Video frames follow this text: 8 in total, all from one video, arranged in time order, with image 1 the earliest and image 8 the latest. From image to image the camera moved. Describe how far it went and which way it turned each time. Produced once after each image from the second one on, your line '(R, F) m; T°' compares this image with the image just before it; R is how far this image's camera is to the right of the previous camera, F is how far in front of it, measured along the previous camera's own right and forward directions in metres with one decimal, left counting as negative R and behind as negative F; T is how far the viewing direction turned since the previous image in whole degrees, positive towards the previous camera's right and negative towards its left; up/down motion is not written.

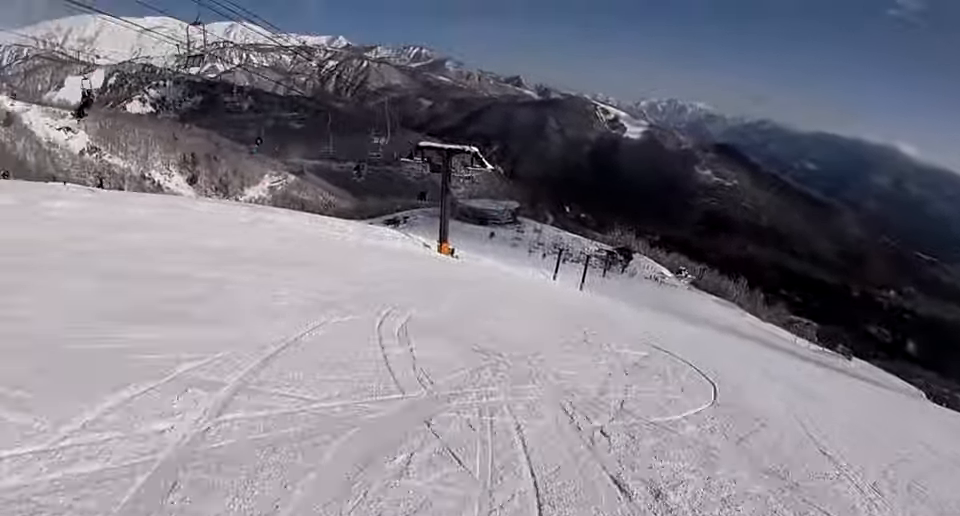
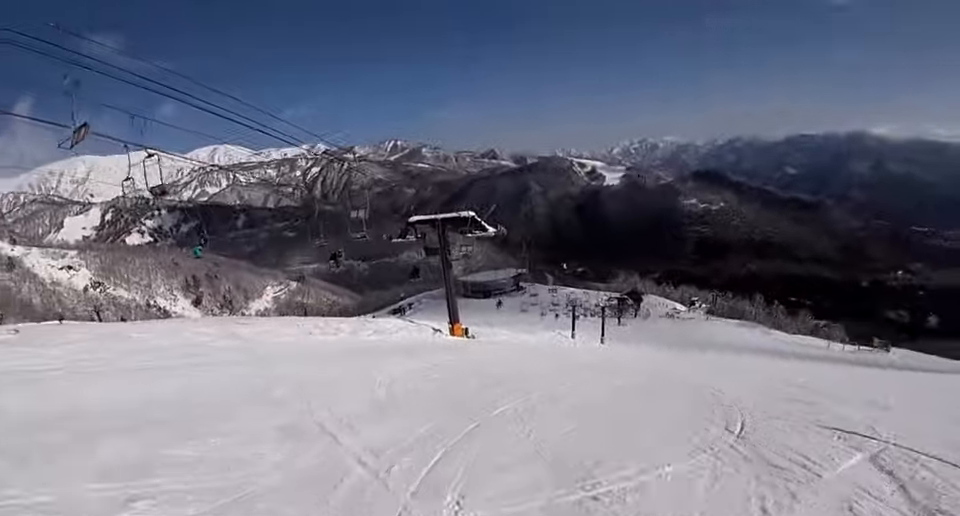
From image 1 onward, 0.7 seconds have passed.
(-0.1, +5.9) m; +3°
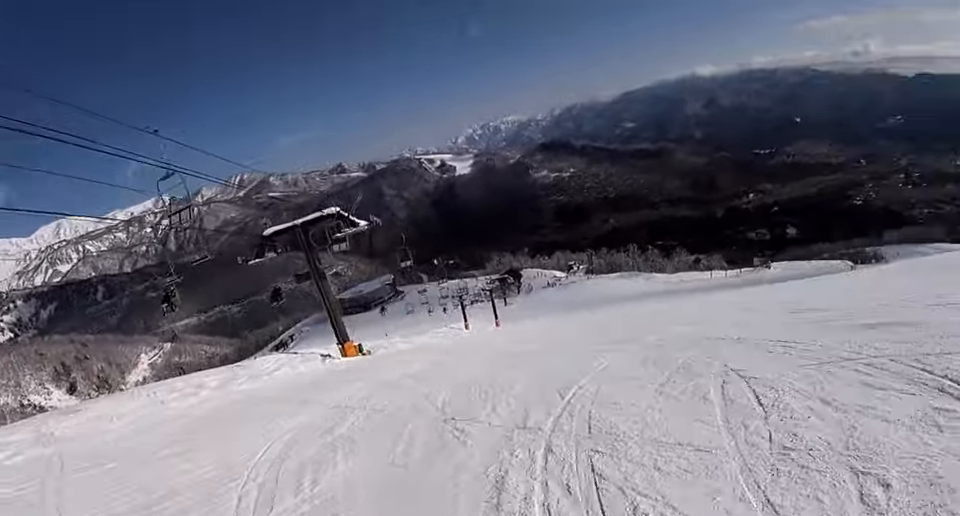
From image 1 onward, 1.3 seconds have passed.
(0.0, +5.6) m; +16°
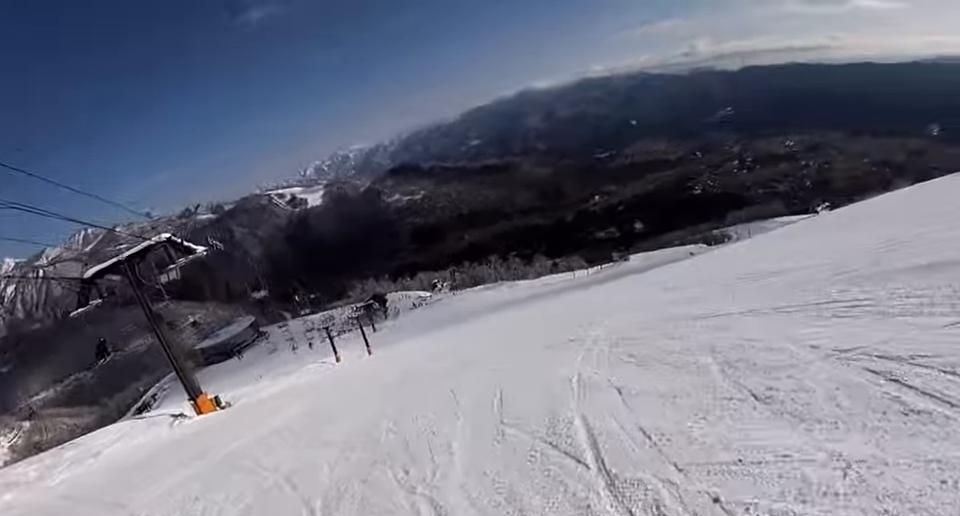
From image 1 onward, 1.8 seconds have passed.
(+0.1, +3.9) m; +11°
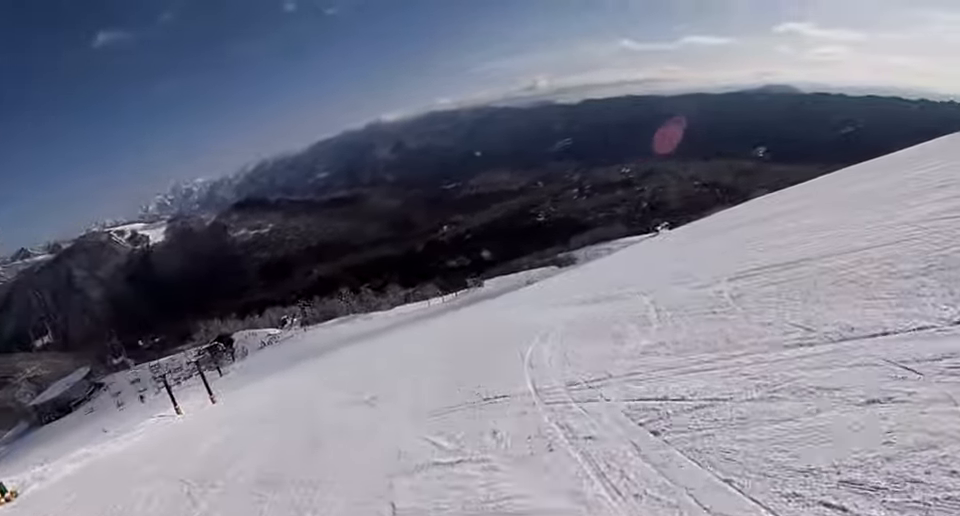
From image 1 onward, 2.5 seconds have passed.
(+1.9, +5.6) m; +12°
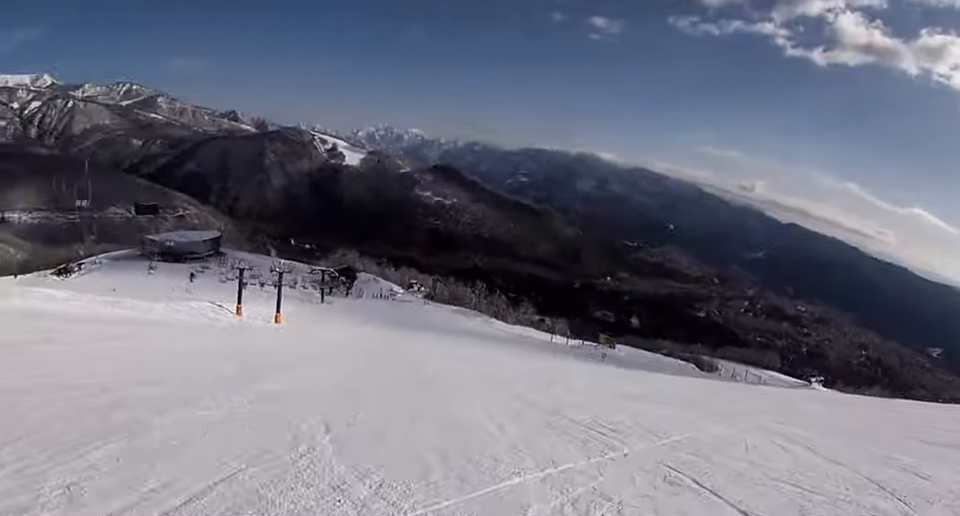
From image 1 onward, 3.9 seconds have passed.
(-0.5, +13.8) m; -16°
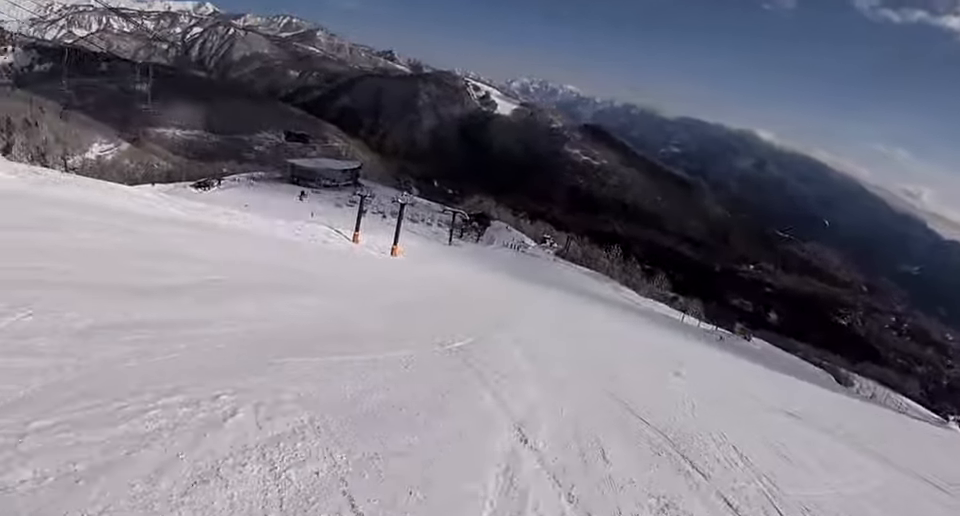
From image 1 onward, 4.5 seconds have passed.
(-0.2, +5.6) m; -15°
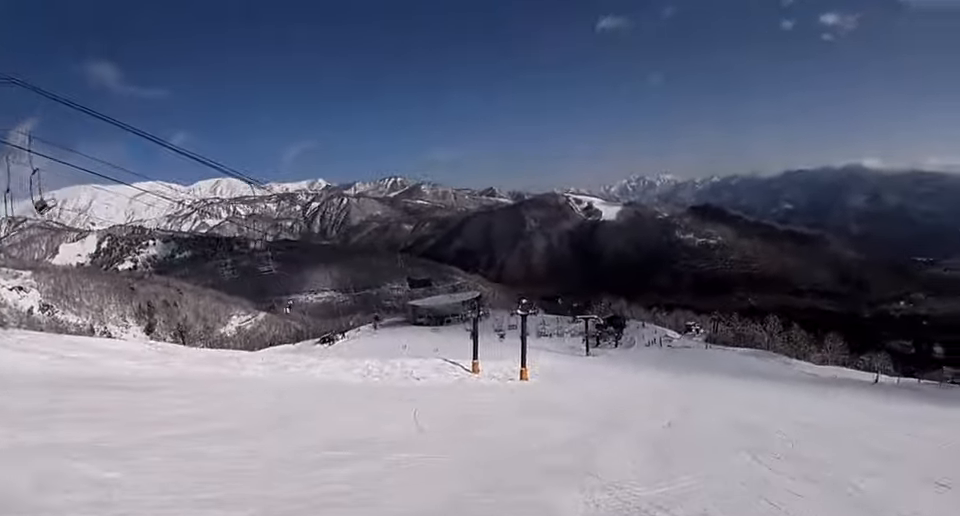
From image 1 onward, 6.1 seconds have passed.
(-2.7, +15.9) m; 0°
